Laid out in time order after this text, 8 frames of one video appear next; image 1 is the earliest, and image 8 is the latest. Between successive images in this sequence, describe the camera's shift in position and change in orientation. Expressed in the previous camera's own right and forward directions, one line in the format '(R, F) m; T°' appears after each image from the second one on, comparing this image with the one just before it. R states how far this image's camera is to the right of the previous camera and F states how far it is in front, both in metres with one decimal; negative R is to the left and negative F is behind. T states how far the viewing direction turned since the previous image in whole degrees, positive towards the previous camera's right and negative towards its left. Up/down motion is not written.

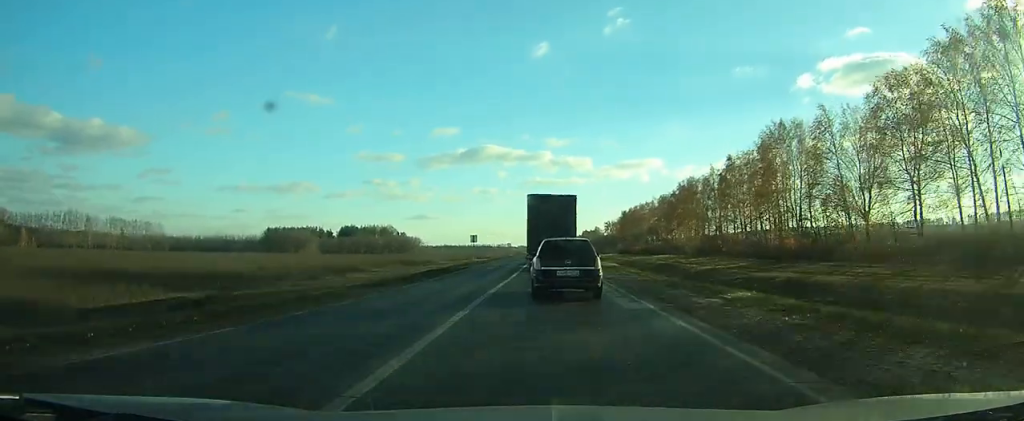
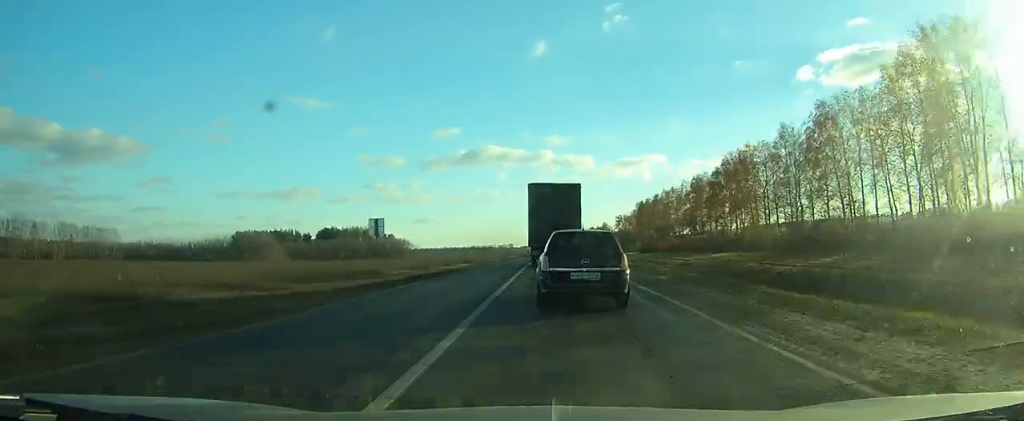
(-0.3, +42.1) m; 0°
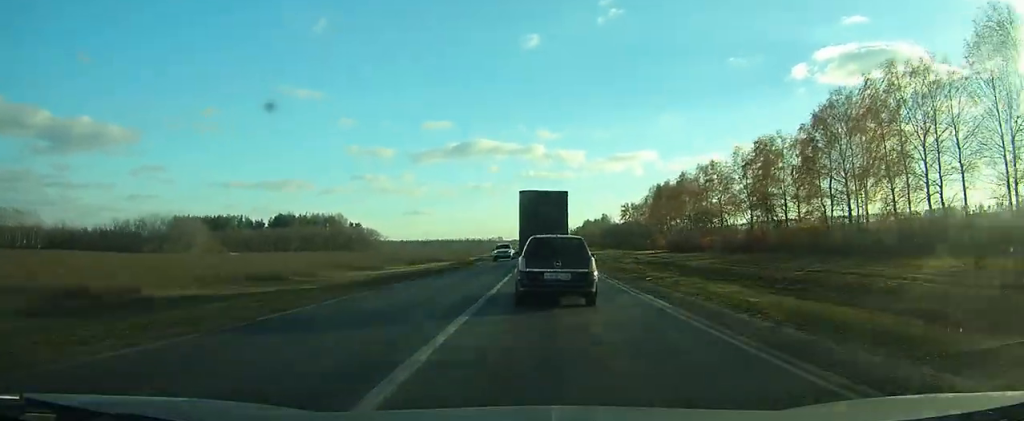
(+0.5, +54.4) m; +1°
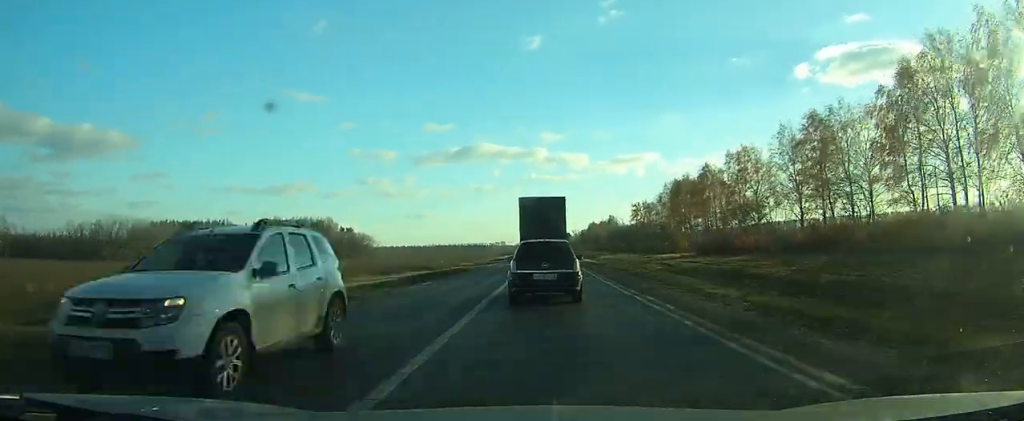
(+0.1, +21.8) m; 0°
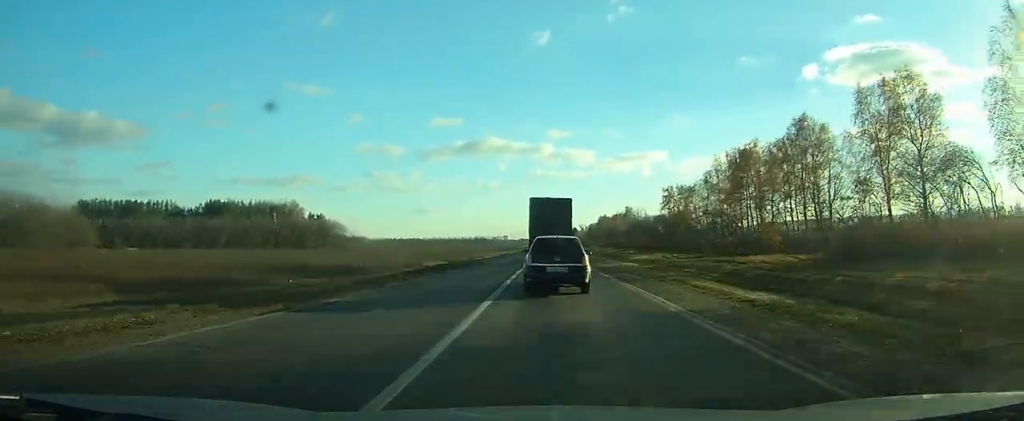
(-0.3, +47.8) m; -1°
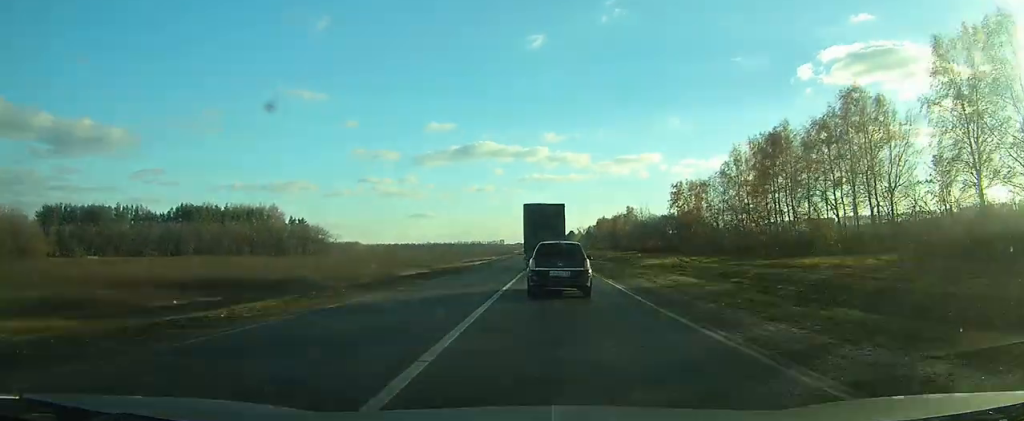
(0.0, +16.4) m; 0°
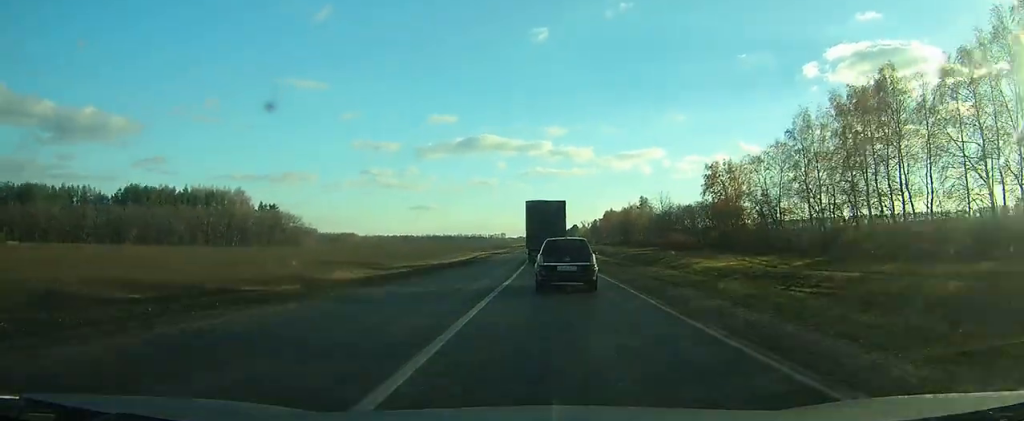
(0.0, +31.8) m; 0°
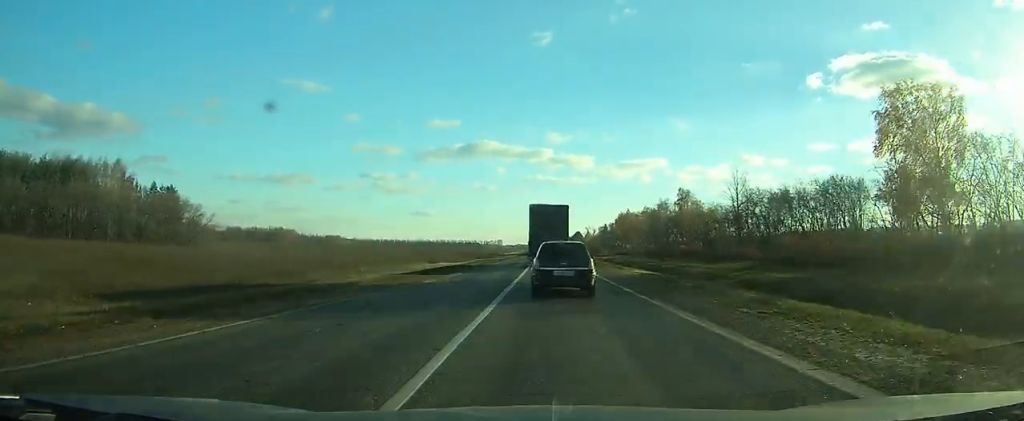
(0.0, +69.4) m; 0°
